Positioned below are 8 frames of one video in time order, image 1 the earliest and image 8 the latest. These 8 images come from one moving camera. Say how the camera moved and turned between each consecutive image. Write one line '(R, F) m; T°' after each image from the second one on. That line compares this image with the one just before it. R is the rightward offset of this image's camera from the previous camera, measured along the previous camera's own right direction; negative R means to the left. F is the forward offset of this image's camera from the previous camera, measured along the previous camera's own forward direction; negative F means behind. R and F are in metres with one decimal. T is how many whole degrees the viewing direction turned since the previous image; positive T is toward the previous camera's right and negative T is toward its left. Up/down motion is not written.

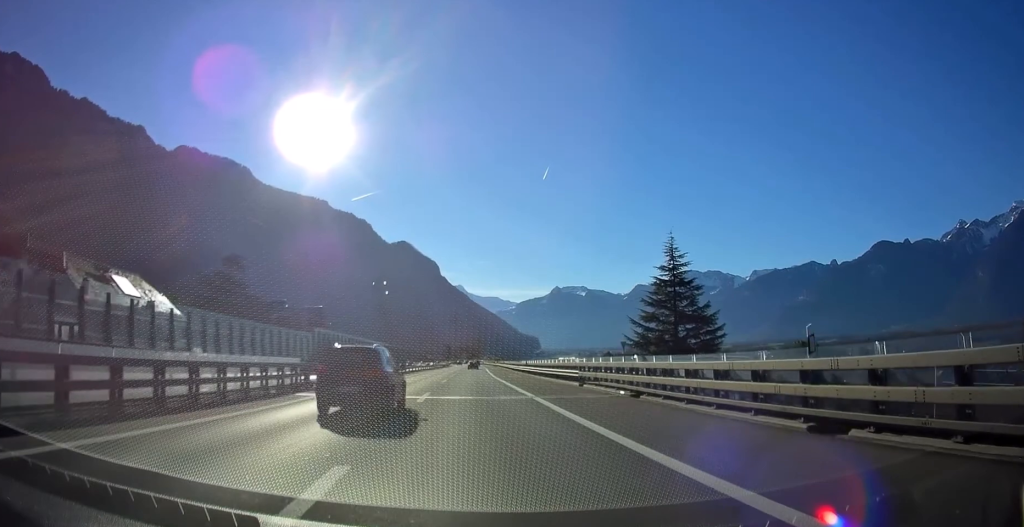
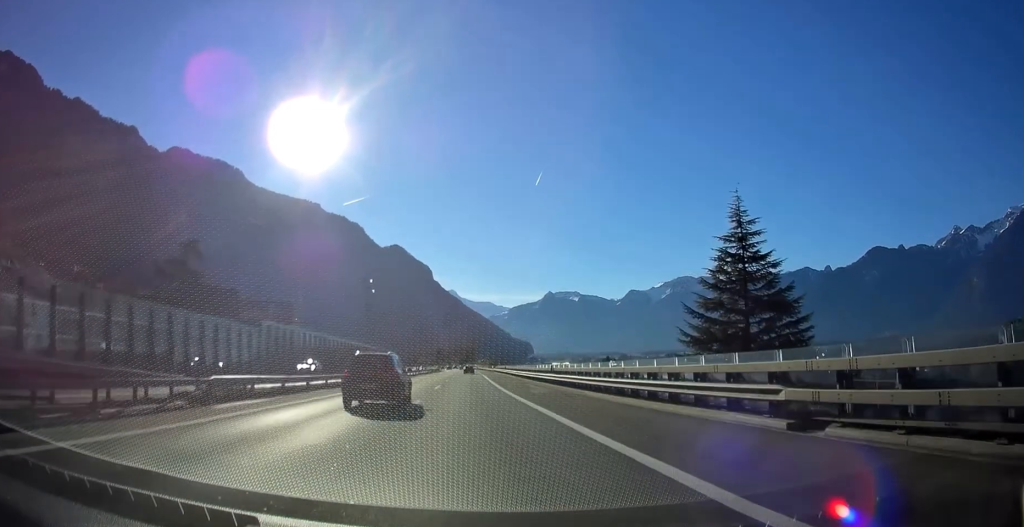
(+0.1, +20.9) m; +1°
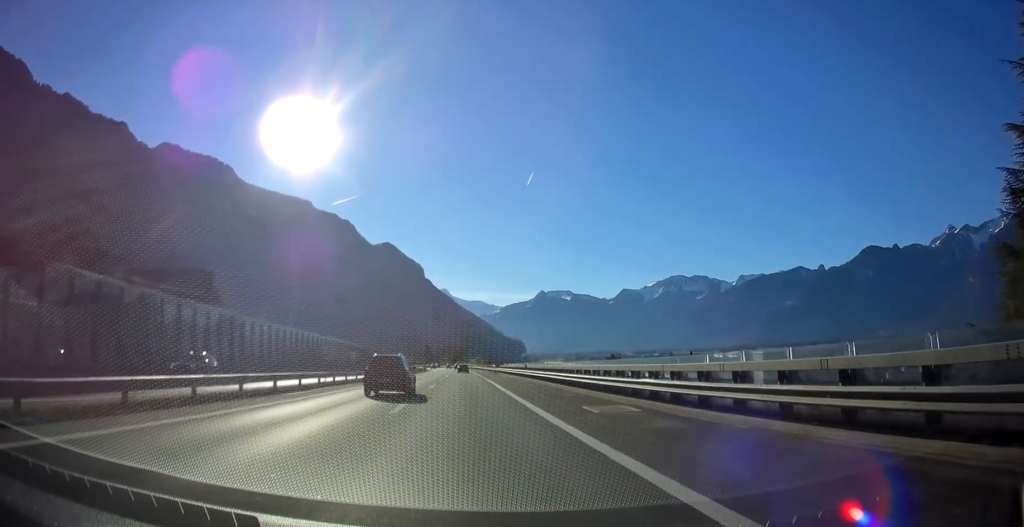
(+0.4, +36.5) m; +1°
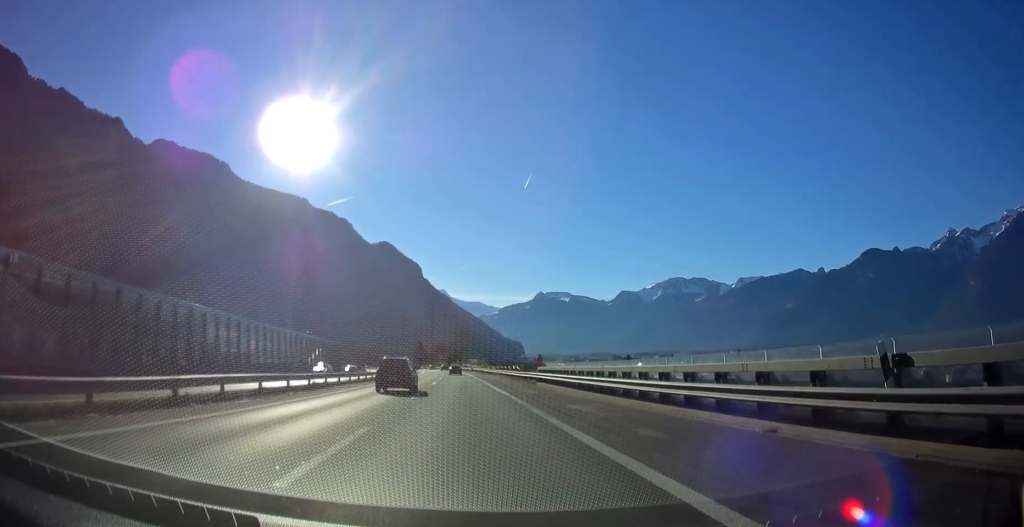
(+0.3, +45.4) m; +1°
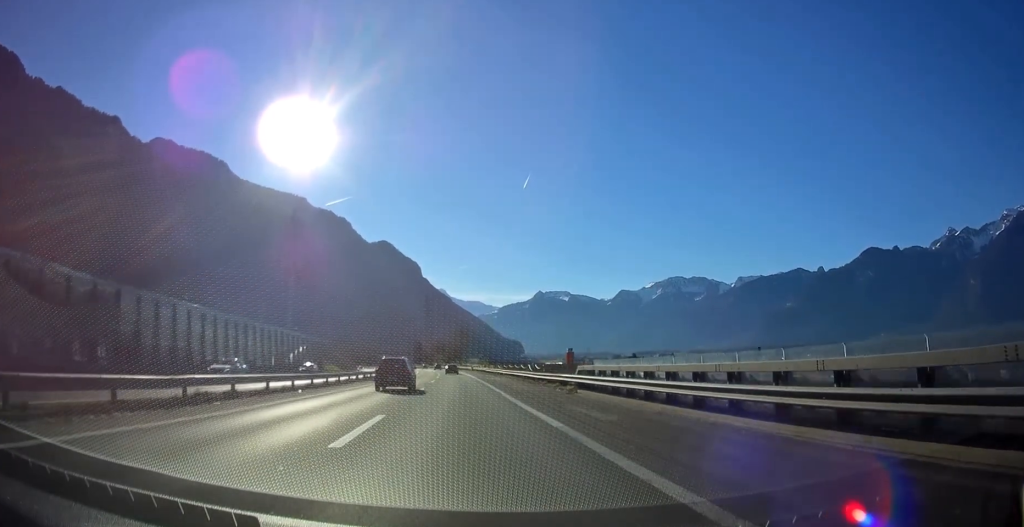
(0.0, +14.2) m; 0°
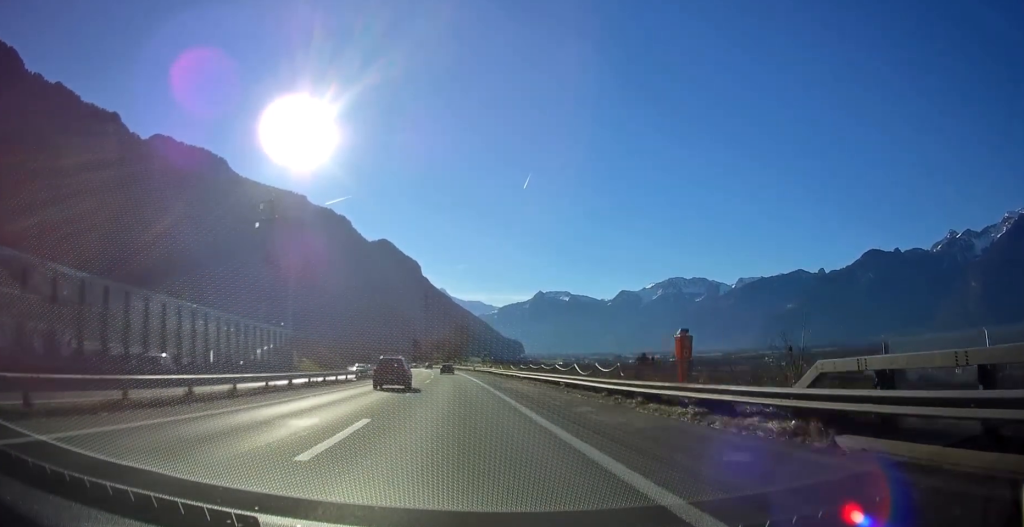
(0.0, +19.4) m; 0°
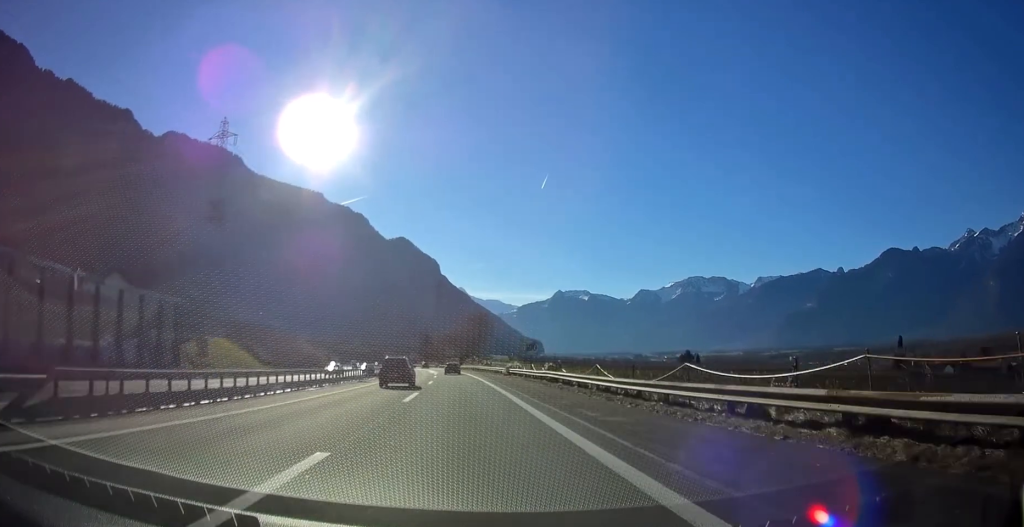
(-0.4, +40.7) m; -1°
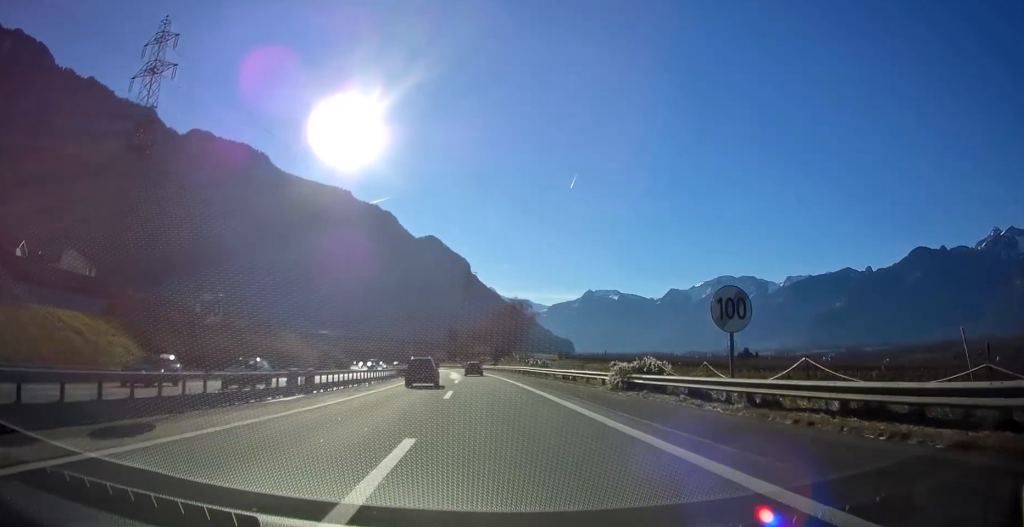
(-0.6, +34.1) m; -2°
